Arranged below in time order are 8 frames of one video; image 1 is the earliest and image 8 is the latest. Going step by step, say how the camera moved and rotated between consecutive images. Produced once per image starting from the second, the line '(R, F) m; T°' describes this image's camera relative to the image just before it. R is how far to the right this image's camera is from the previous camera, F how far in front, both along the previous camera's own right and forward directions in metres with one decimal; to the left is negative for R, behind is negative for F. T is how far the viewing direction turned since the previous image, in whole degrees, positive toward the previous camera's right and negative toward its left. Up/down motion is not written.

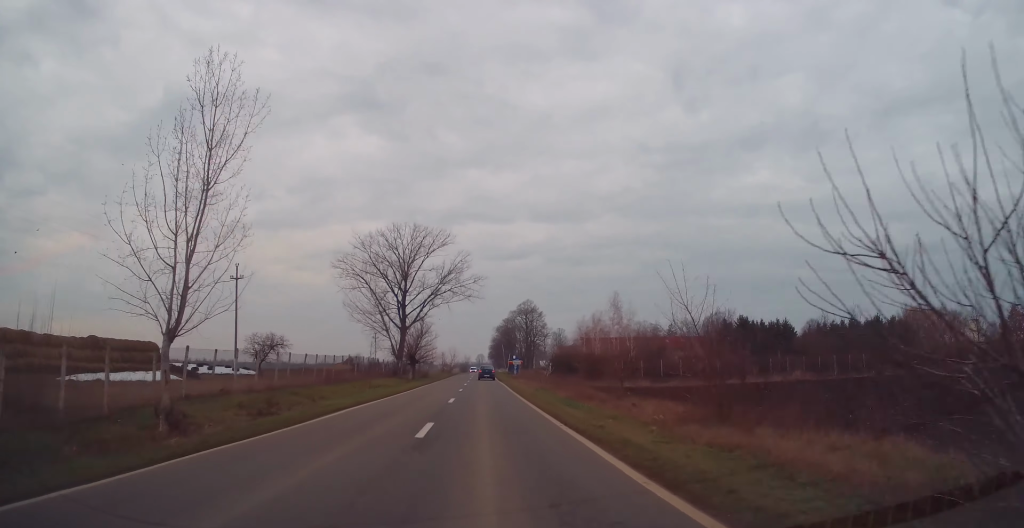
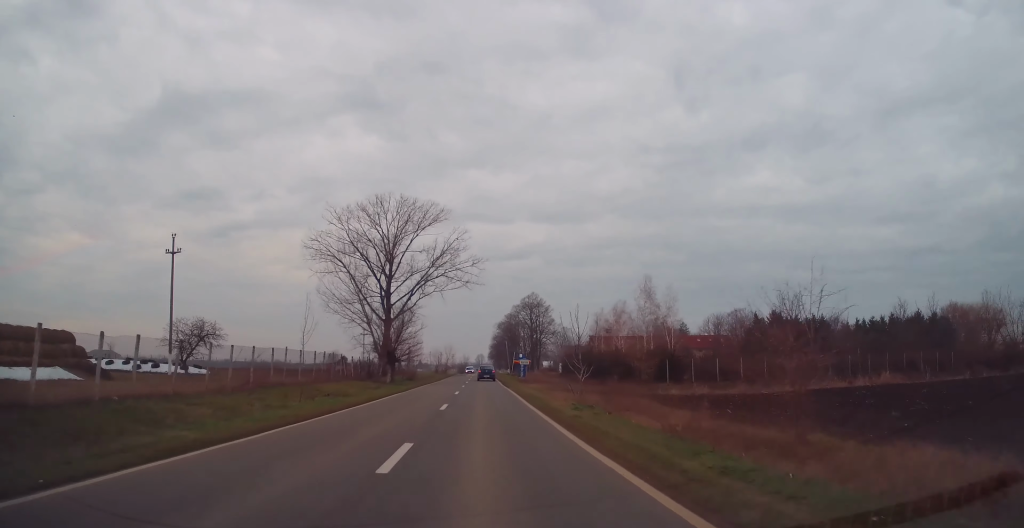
(+0.2, +15.8) m; +1°
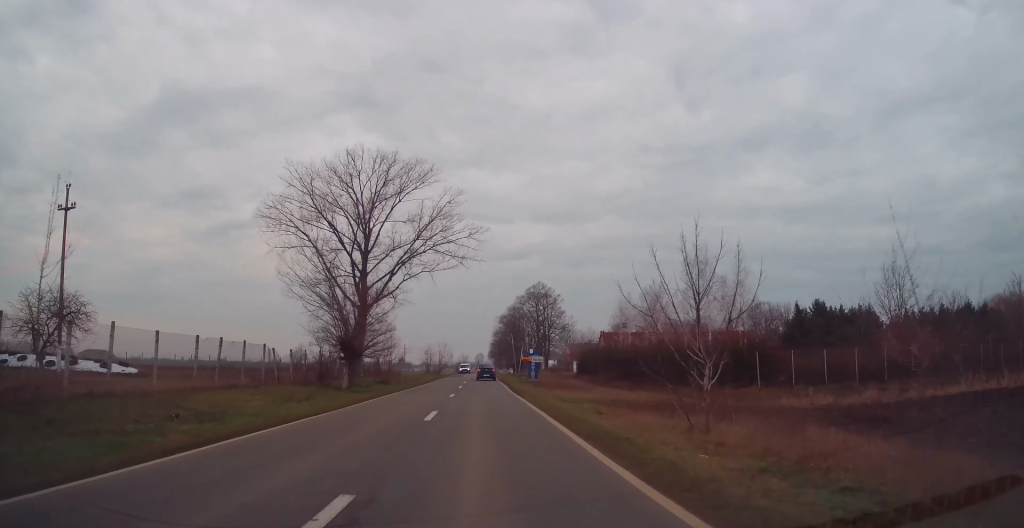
(0.0, +16.4) m; 0°
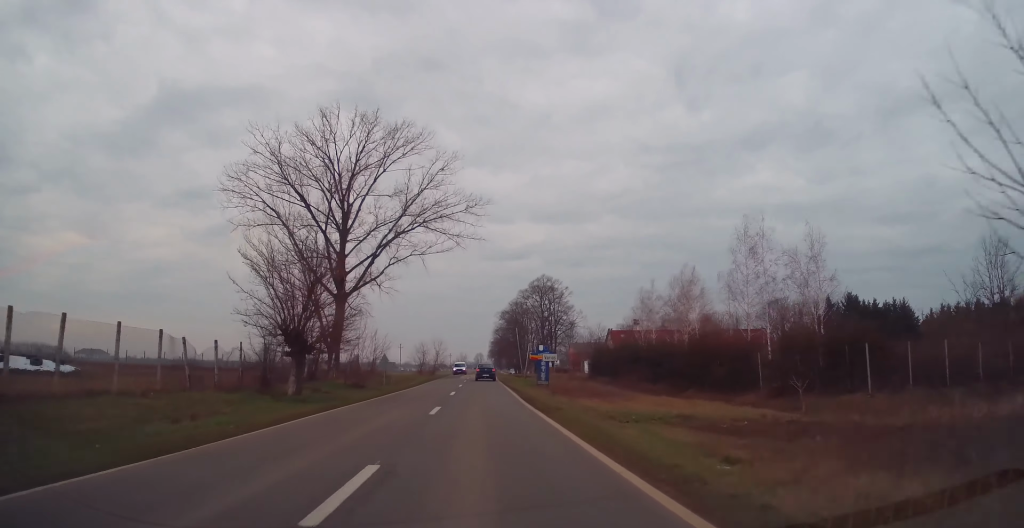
(0.0, +10.1) m; 0°
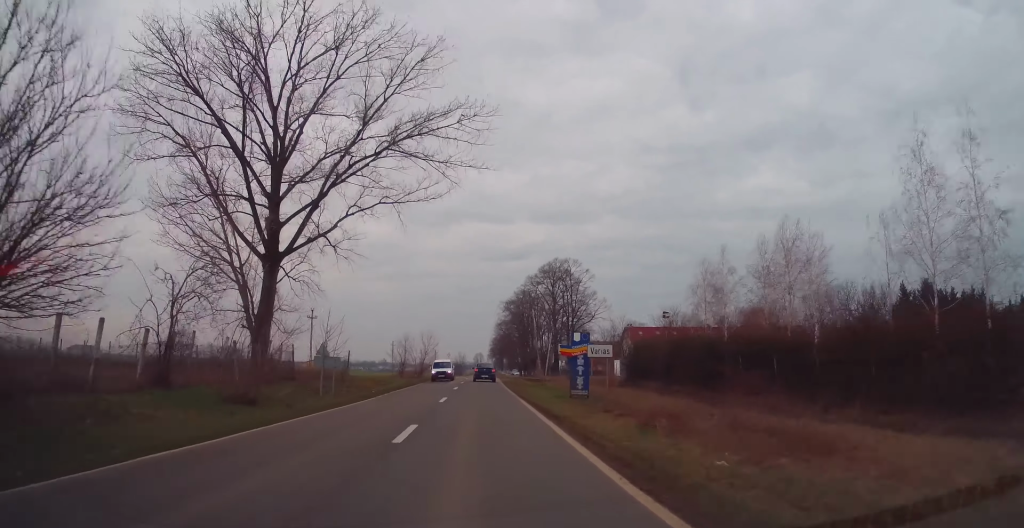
(0.0, +18.4) m; 0°
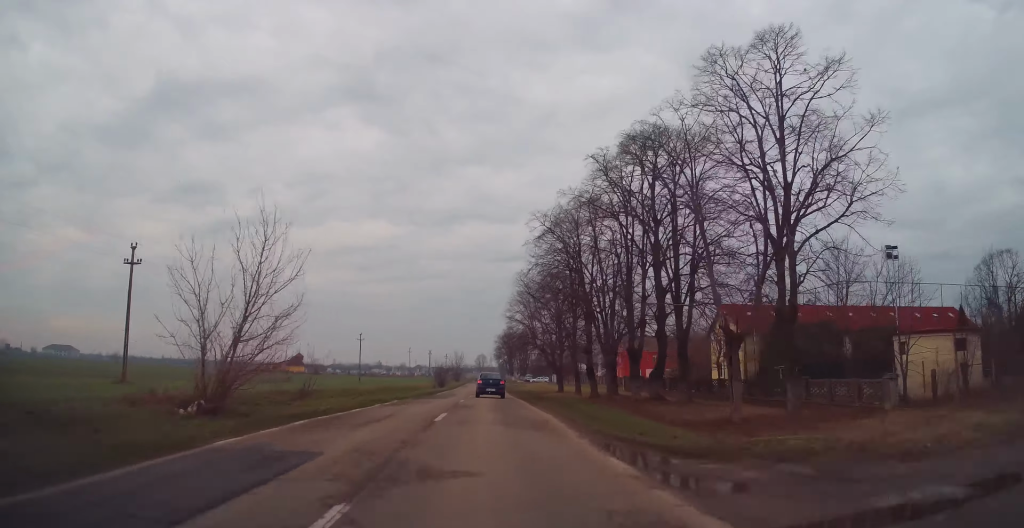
(-0.8, +56.4) m; -1°
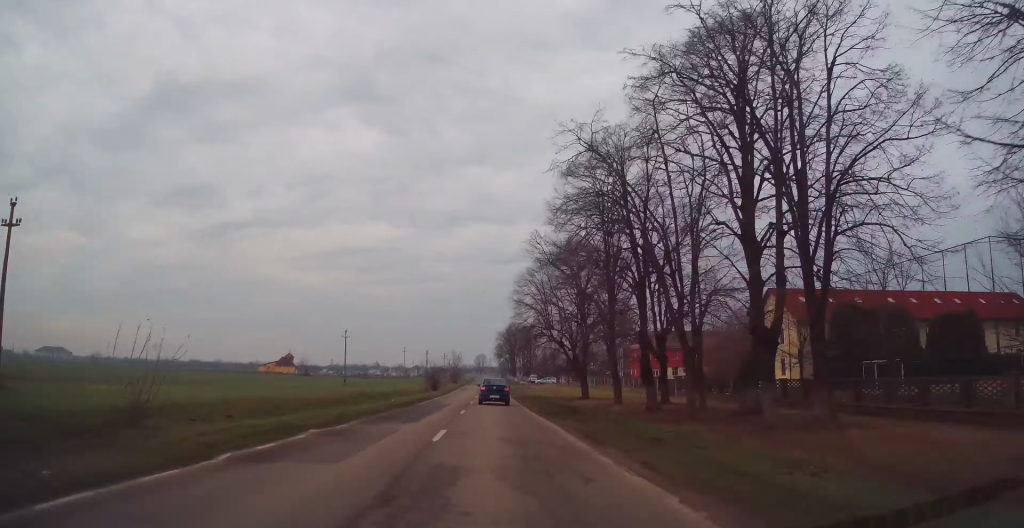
(+0.1, +15.1) m; 0°
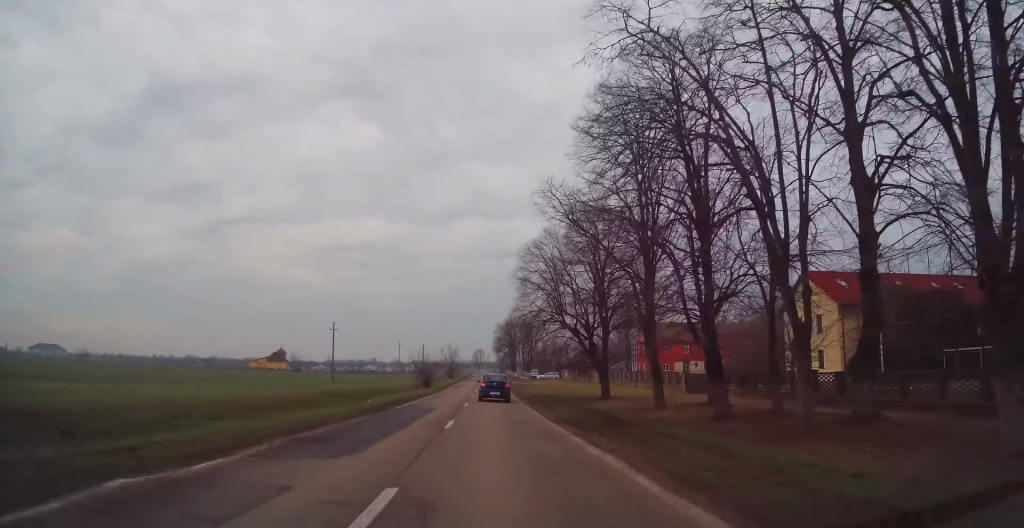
(-0.2, +8.8) m; 0°
